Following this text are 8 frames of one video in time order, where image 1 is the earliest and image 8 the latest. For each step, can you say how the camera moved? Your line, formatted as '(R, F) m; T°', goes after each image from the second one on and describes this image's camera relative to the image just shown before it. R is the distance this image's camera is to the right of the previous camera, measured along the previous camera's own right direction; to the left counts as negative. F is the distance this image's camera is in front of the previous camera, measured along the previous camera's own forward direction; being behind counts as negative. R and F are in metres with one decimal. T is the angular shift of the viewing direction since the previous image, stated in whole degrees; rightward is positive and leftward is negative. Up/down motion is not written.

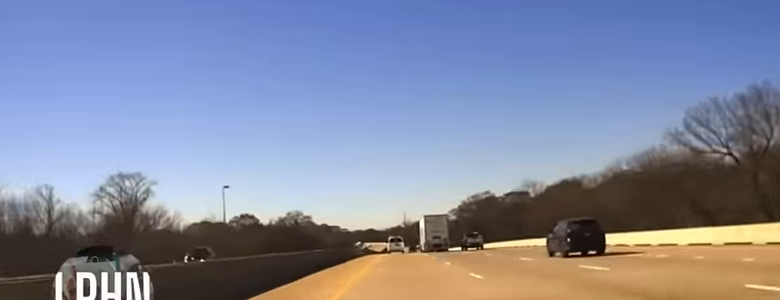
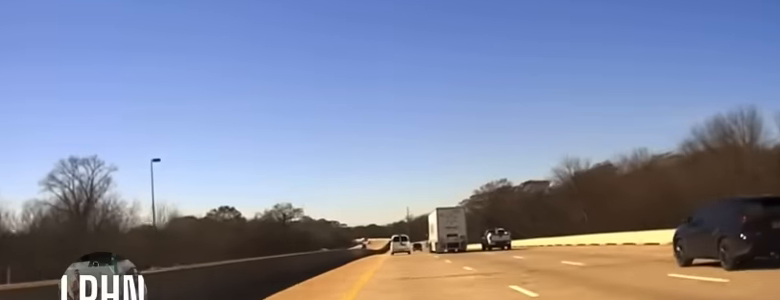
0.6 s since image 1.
(0.0, +33.4) m; 0°
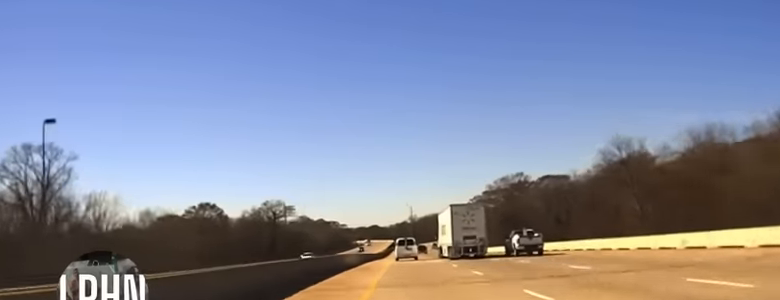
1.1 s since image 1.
(0.0, +26.0) m; 0°
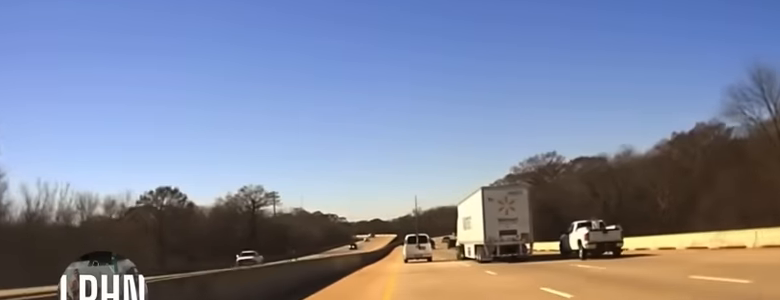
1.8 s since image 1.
(-0.1, +36.1) m; 0°
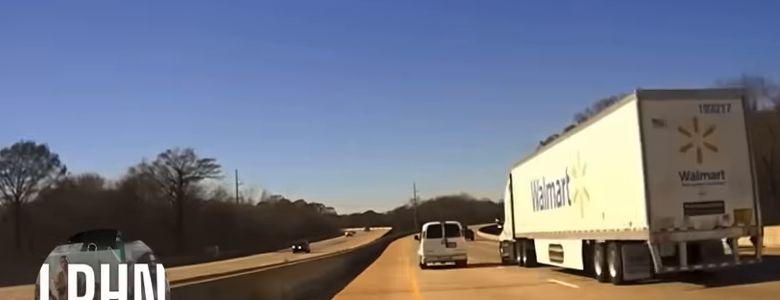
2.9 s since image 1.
(-0.4, +58.4) m; 0°
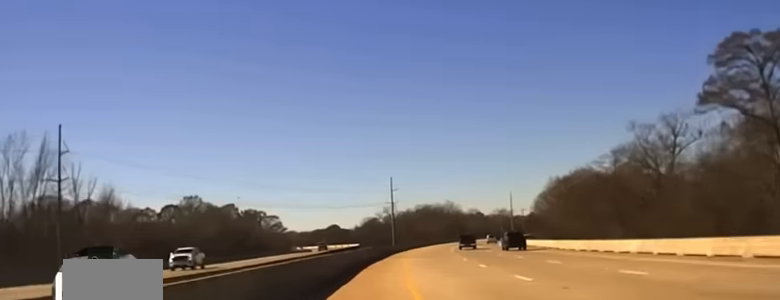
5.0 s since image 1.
(+1.4, +104.6) m; +2°
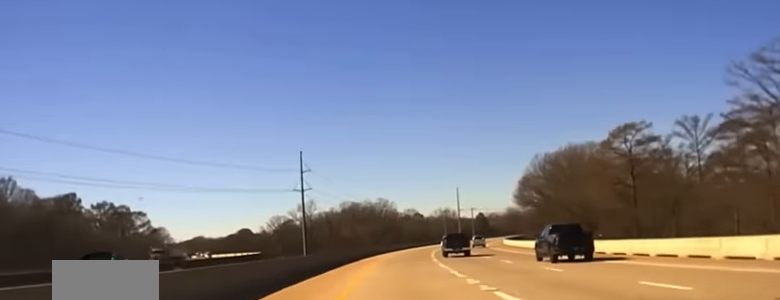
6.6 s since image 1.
(+2.9, +80.8) m; +5°
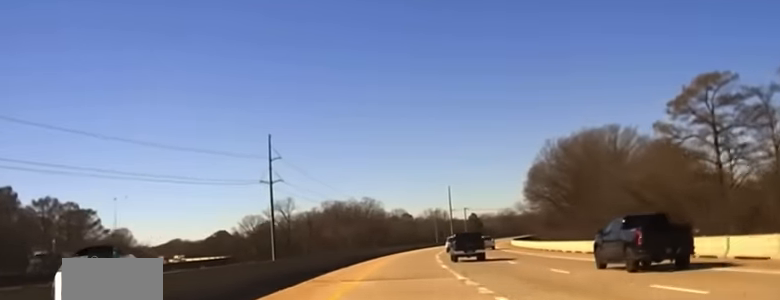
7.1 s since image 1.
(+0.6, +27.4) m; +2°
